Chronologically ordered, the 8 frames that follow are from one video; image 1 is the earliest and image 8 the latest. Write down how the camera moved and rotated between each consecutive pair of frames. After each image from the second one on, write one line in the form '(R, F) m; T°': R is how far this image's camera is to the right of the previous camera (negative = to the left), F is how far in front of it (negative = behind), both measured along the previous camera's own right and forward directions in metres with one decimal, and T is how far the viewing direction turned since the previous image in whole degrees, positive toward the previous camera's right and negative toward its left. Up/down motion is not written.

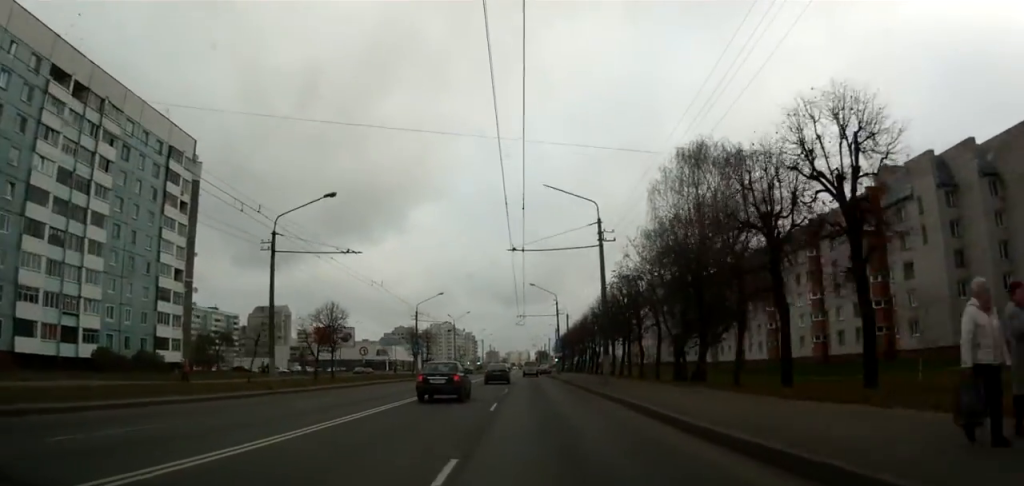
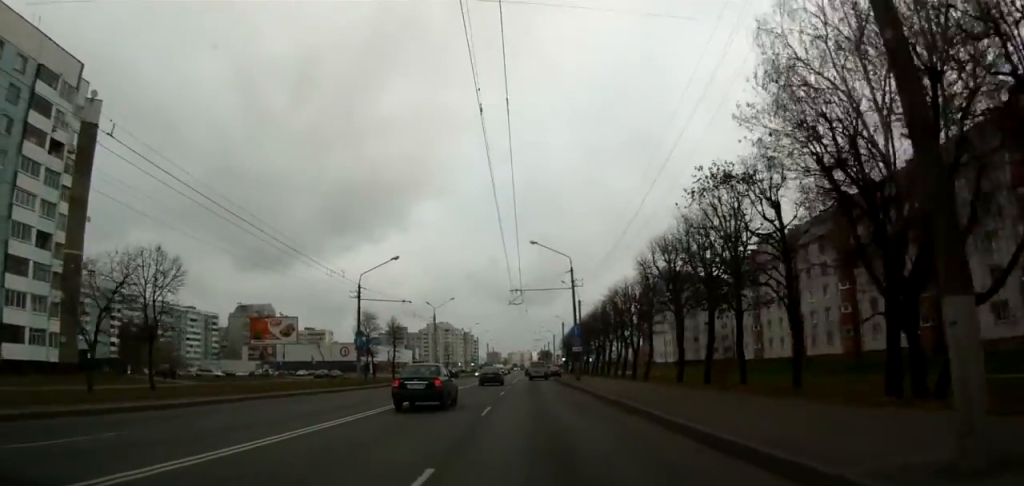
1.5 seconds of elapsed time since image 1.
(-0.3, +25.3) m; -1°
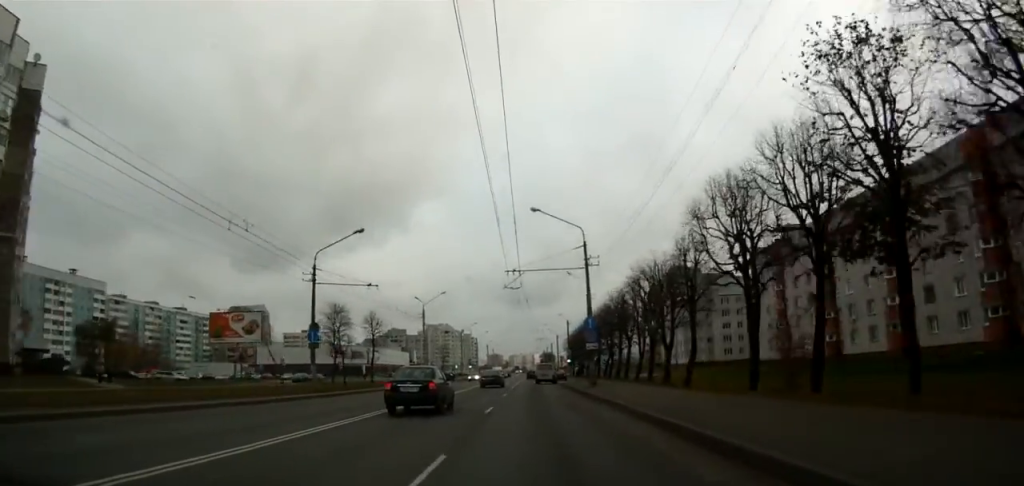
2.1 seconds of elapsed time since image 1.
(+0.1, +10.8) m; 0°
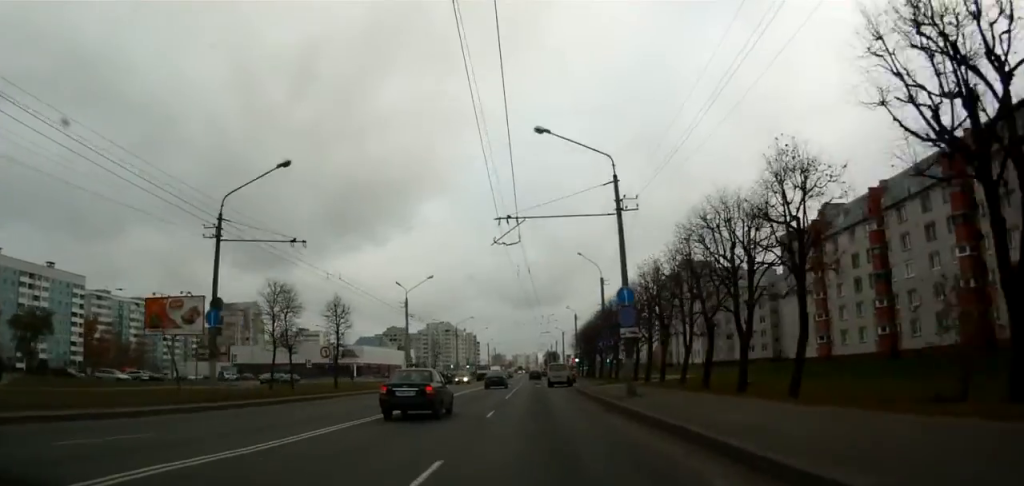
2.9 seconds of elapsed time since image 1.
(-0.1, +12.7) m; 0°
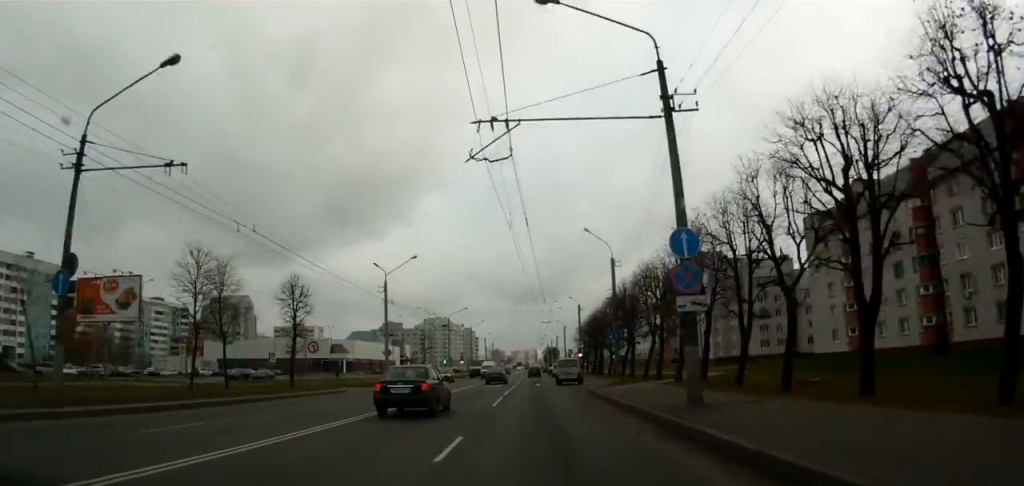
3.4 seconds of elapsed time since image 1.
(0.0, +9.3) m; 0°
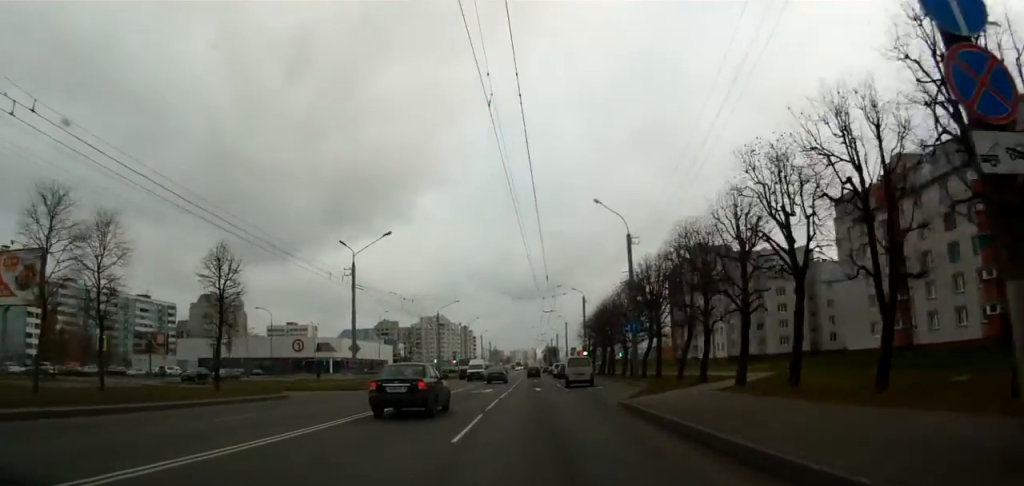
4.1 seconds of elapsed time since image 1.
(+0.3, +10.4) m; -1°
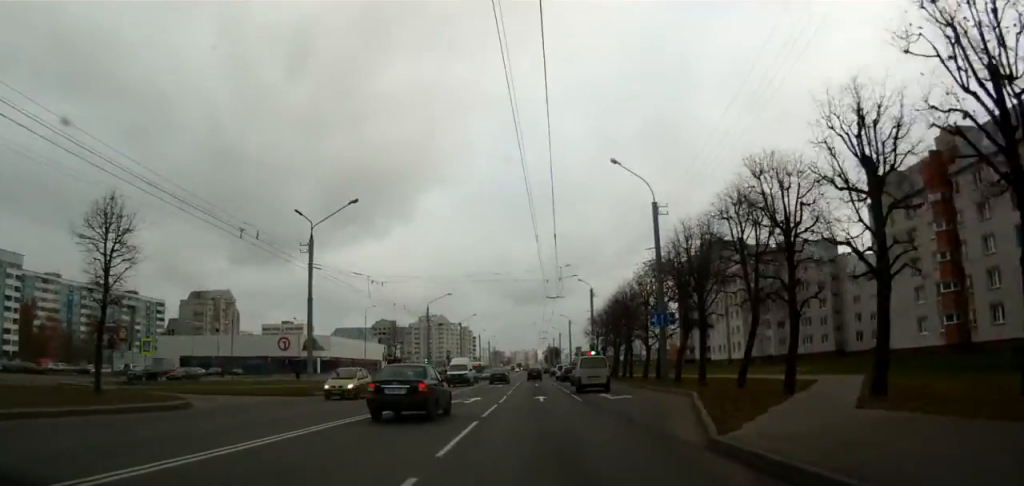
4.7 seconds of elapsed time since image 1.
(-0.2, +9.7) m; 0°
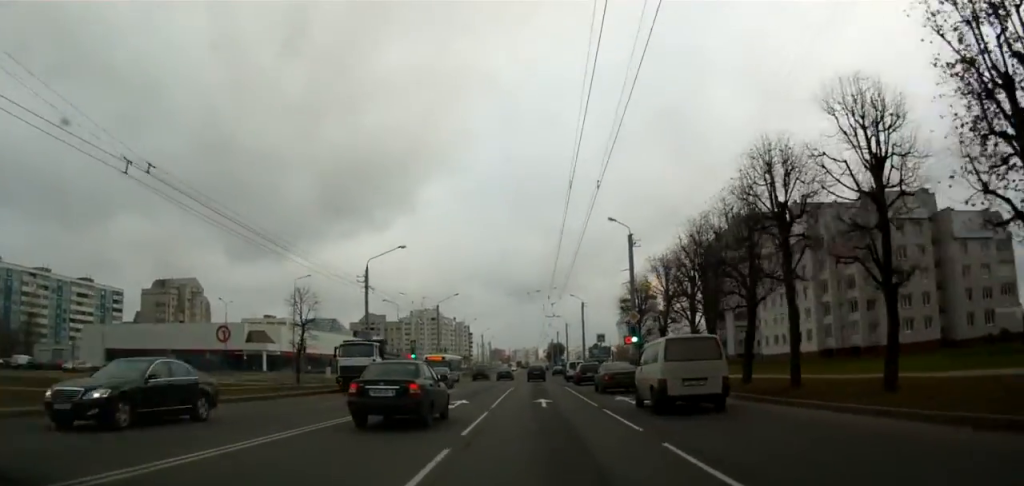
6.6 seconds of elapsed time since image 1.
(-0.2, +30.5) m; 0°
